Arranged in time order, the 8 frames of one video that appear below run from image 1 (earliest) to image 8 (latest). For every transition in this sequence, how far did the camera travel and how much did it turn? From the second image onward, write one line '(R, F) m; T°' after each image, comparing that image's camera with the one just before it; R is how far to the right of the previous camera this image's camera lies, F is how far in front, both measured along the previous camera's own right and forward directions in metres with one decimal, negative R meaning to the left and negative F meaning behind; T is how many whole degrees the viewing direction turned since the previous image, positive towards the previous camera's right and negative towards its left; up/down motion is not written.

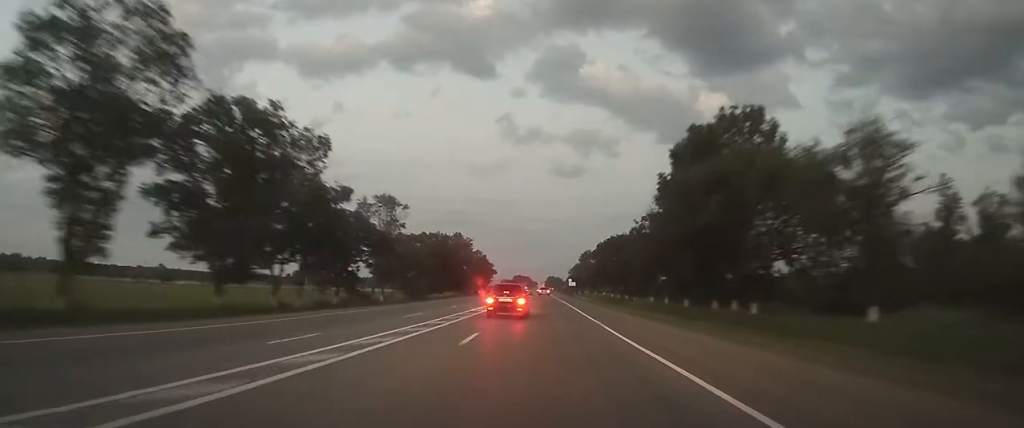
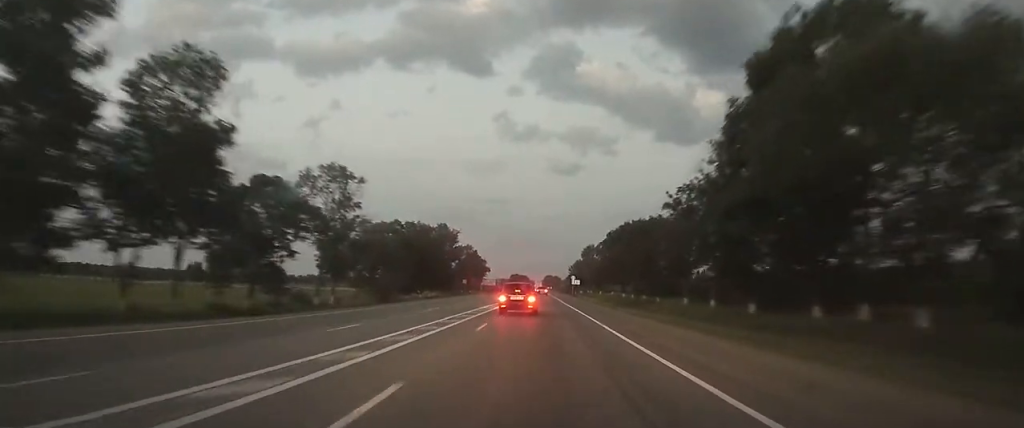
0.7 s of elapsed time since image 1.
(+0.1, +20.3) m; 0°
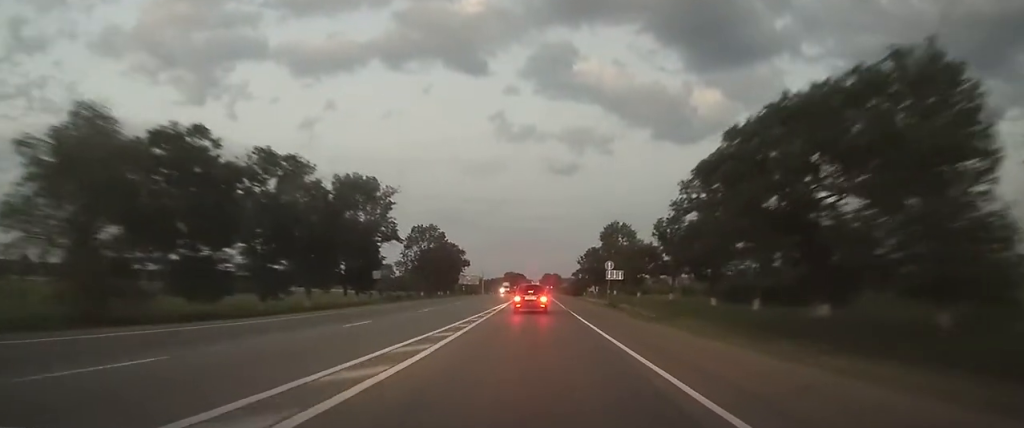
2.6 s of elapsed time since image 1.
(+0.1, +57.5) m; 0°
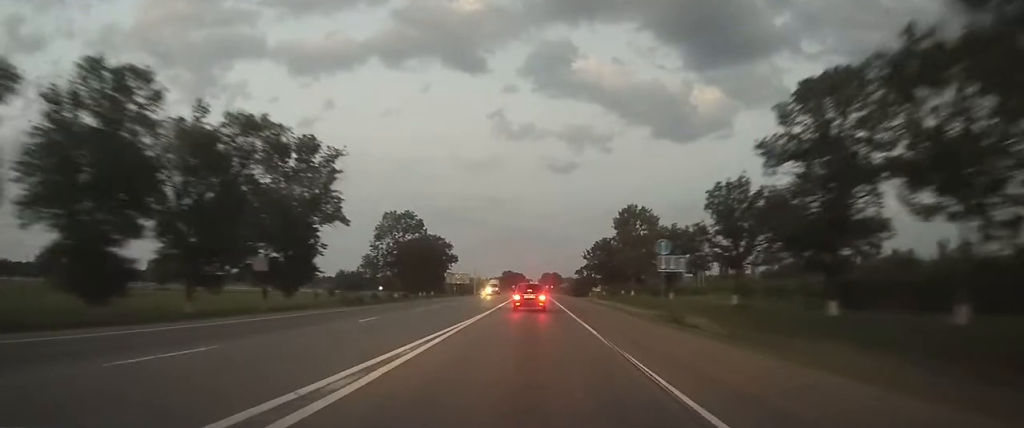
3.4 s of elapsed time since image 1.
(+0.1, +22.0) m; 0°
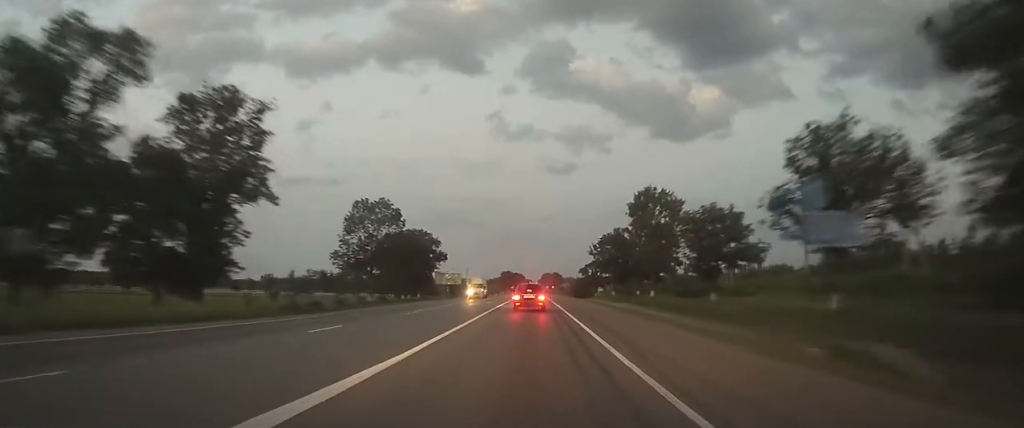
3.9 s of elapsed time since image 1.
(-0.1, +15.9) m; 0°
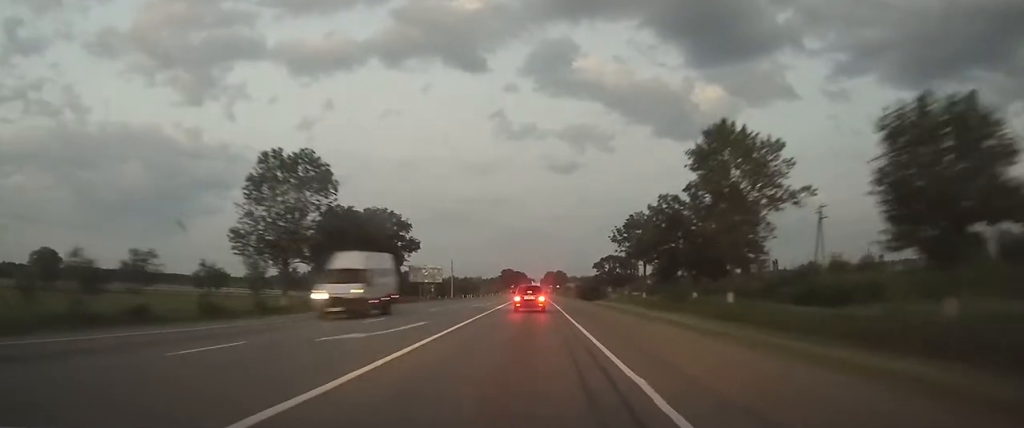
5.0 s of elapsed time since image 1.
(0.0, +30.2) m; 0°
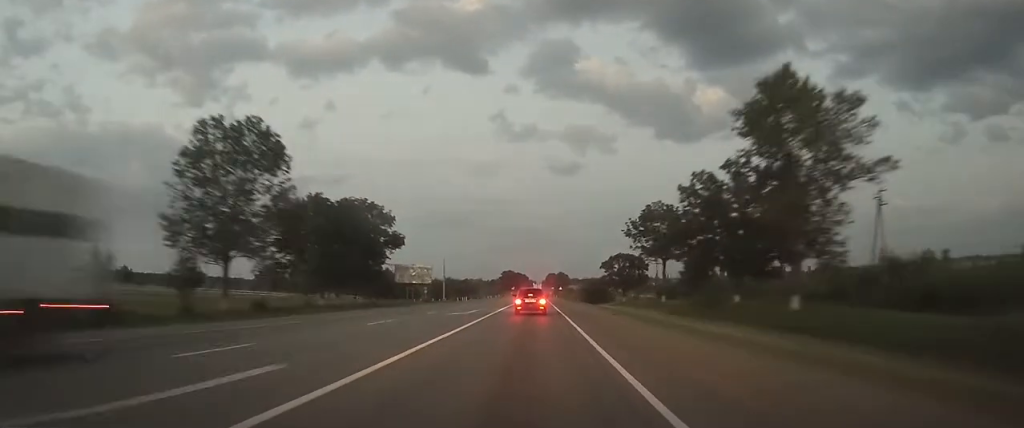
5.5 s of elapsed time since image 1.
(0.0, +11.6) m; 0°
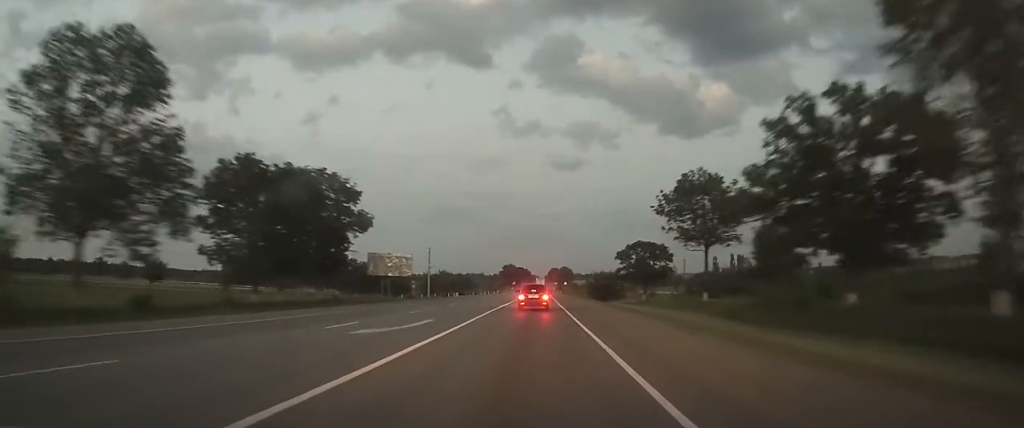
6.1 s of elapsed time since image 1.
(+0.1, +16.8) m; 0°
